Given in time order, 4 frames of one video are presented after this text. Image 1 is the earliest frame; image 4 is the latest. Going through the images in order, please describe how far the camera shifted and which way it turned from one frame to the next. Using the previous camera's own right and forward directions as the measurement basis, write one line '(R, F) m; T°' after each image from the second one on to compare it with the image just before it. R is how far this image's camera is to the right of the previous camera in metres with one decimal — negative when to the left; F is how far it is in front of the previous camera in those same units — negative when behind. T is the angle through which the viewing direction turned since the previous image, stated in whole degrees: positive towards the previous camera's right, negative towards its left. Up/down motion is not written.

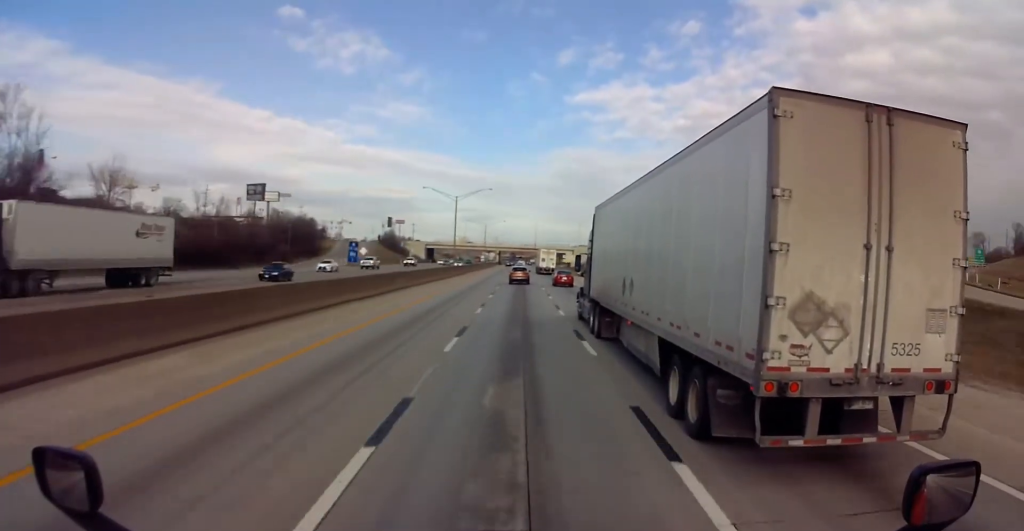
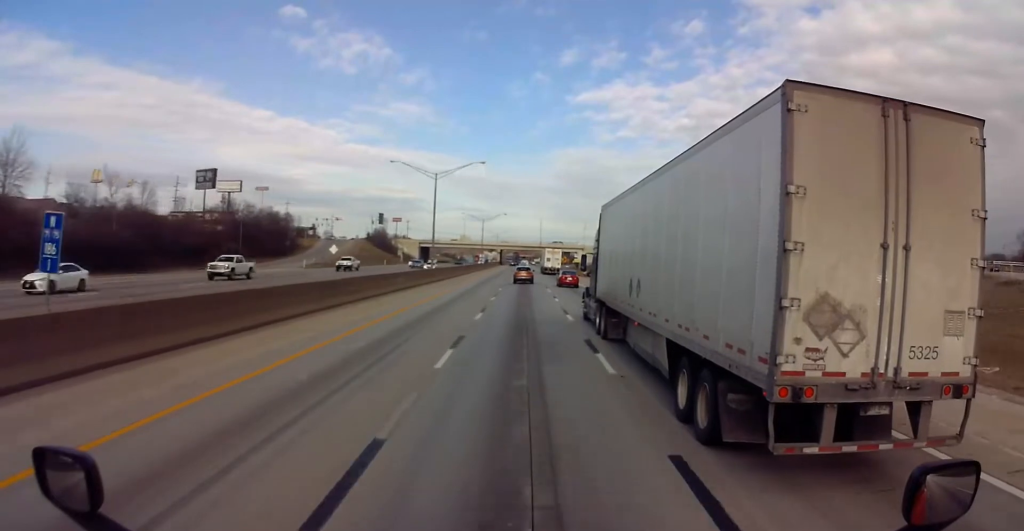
(+0.2, +27.0) m; 0°
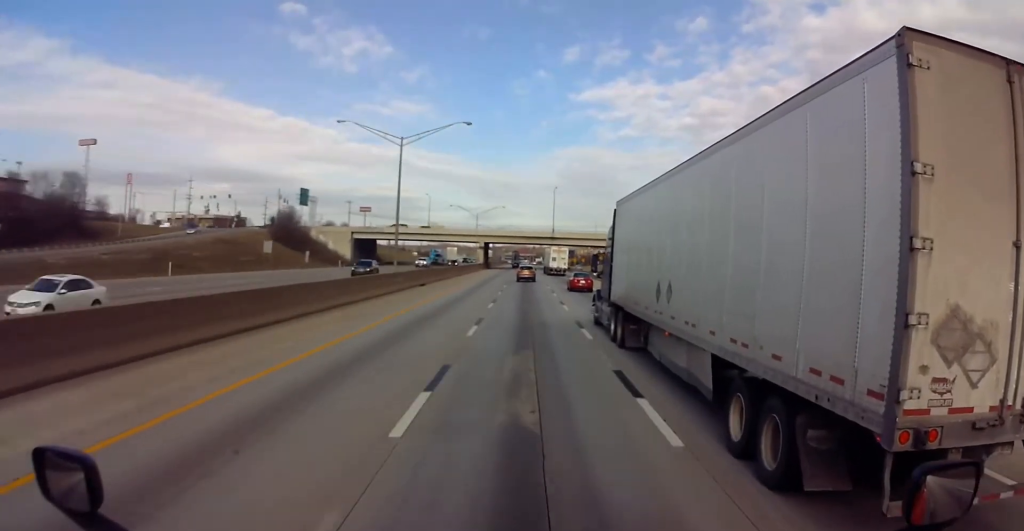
(0.0, +102.0) m; 0°
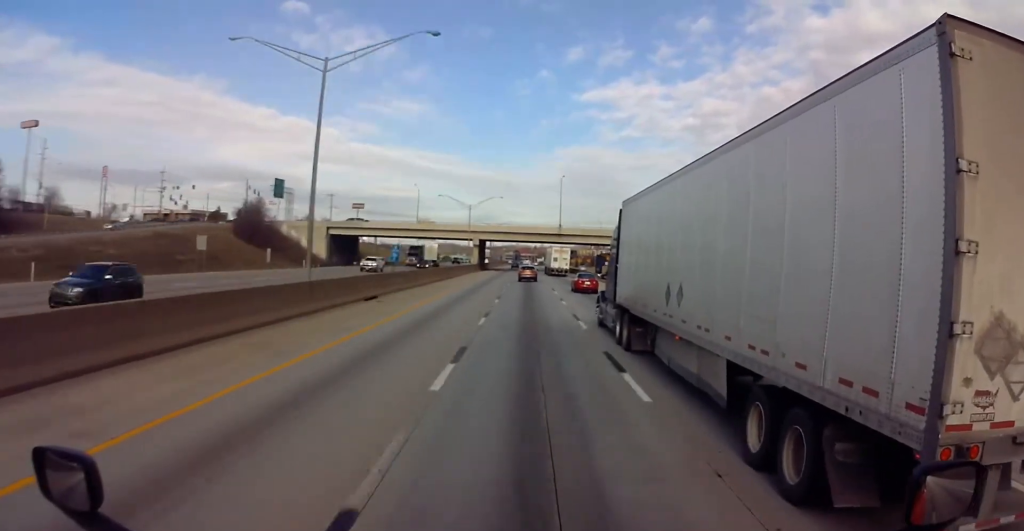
(-0.1, +20.9) m; 0°
